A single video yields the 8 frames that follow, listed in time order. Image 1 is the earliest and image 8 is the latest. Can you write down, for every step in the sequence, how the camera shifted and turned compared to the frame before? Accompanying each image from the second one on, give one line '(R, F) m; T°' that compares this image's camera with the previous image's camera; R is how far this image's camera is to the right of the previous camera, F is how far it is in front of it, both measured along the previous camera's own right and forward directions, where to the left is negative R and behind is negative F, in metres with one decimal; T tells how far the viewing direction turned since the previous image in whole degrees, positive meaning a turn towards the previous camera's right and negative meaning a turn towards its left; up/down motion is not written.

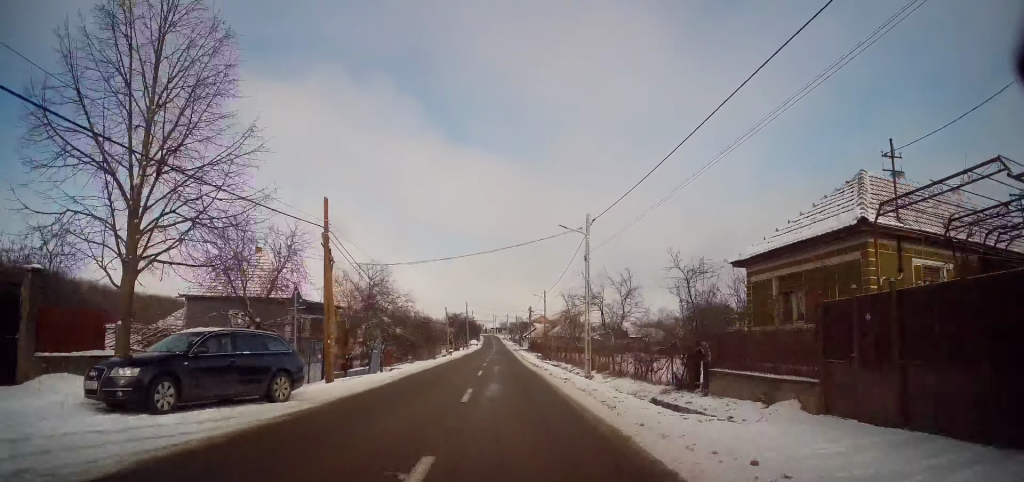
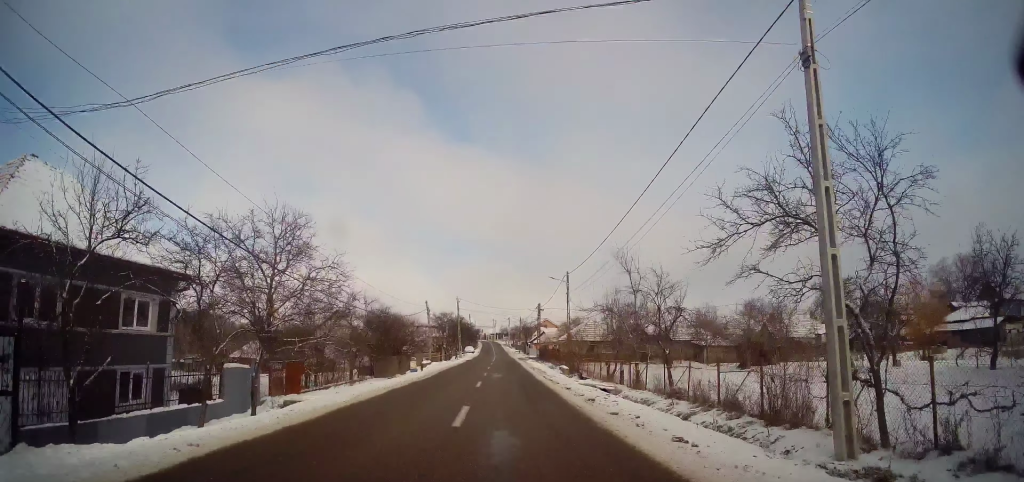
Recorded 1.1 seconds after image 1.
(0.0, +20.6) m; -1°
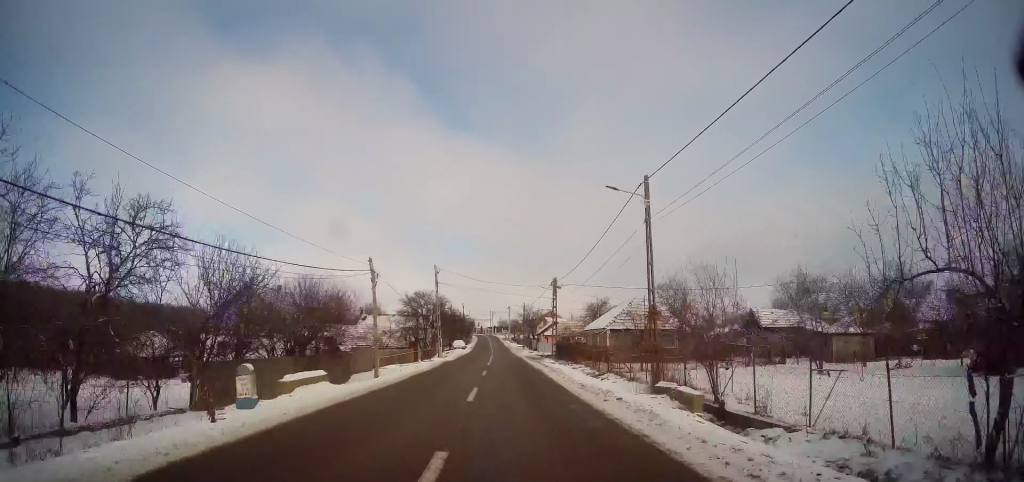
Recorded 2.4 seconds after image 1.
(-0.2, +23.7) m; +1°
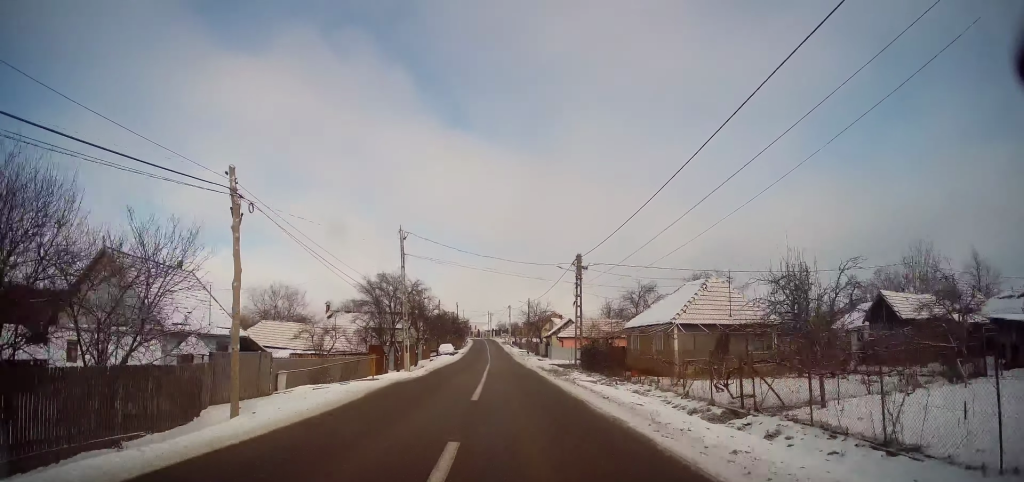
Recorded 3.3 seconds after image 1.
(+0.3, +16.8) m; +1°
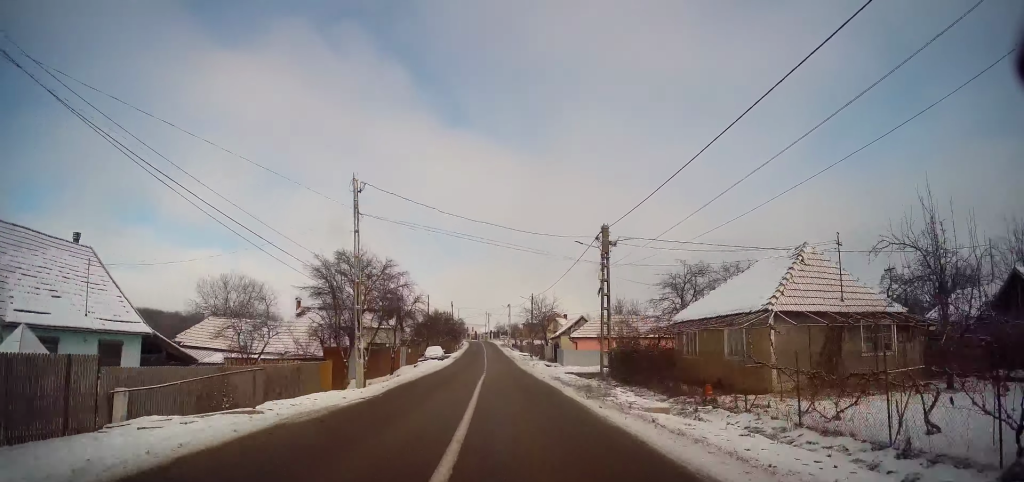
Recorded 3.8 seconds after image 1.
(0.0, +9.9) m; 0°
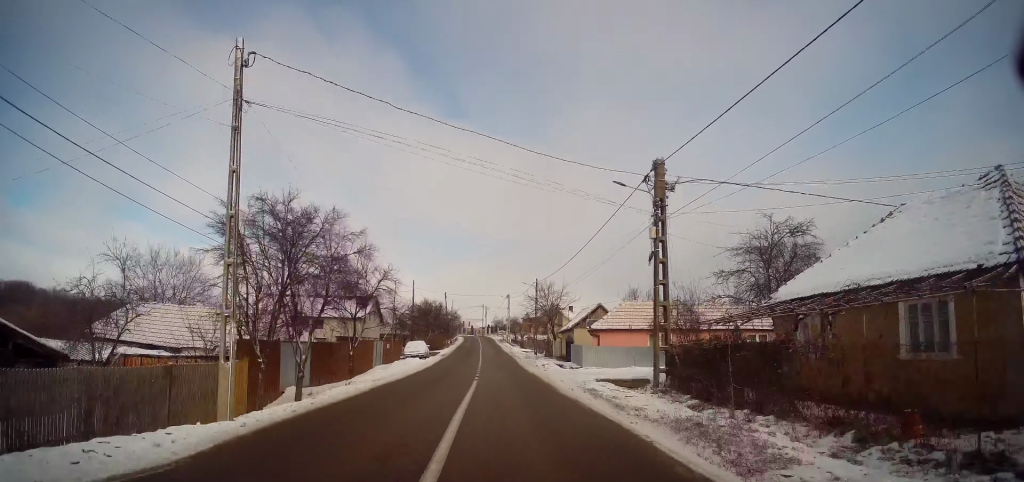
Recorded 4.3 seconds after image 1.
(0.0, +9.9) m; -1°
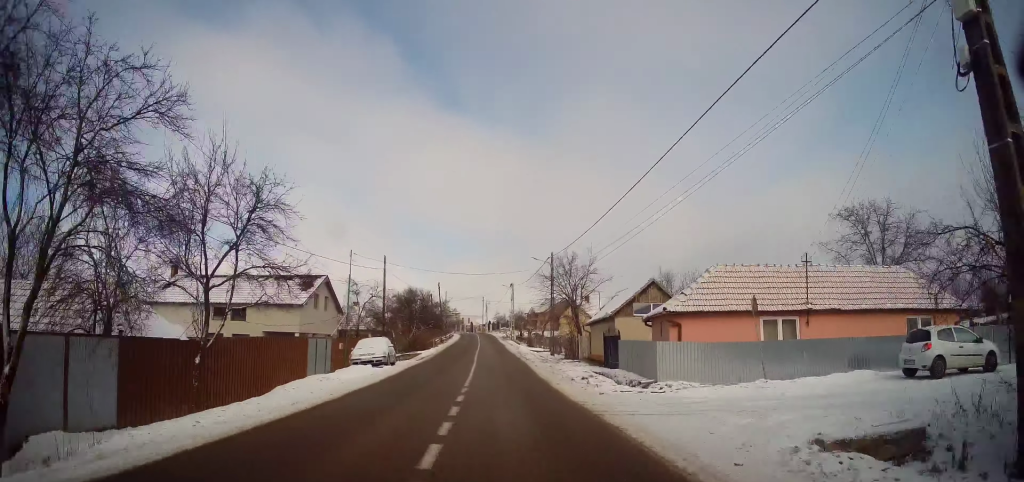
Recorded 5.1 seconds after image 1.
(-0.2, +14.2) m; 0°
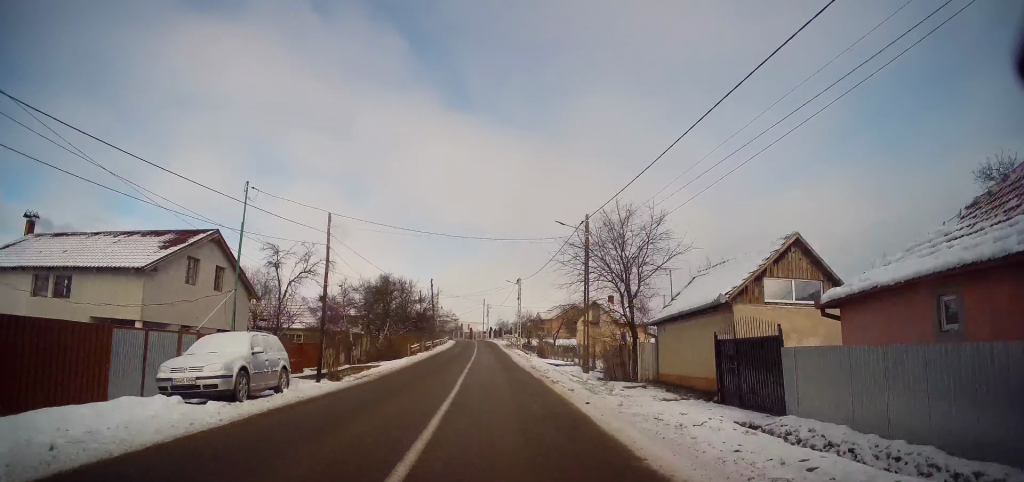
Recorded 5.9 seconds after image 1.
(0.0, +14.2) m; 0°
